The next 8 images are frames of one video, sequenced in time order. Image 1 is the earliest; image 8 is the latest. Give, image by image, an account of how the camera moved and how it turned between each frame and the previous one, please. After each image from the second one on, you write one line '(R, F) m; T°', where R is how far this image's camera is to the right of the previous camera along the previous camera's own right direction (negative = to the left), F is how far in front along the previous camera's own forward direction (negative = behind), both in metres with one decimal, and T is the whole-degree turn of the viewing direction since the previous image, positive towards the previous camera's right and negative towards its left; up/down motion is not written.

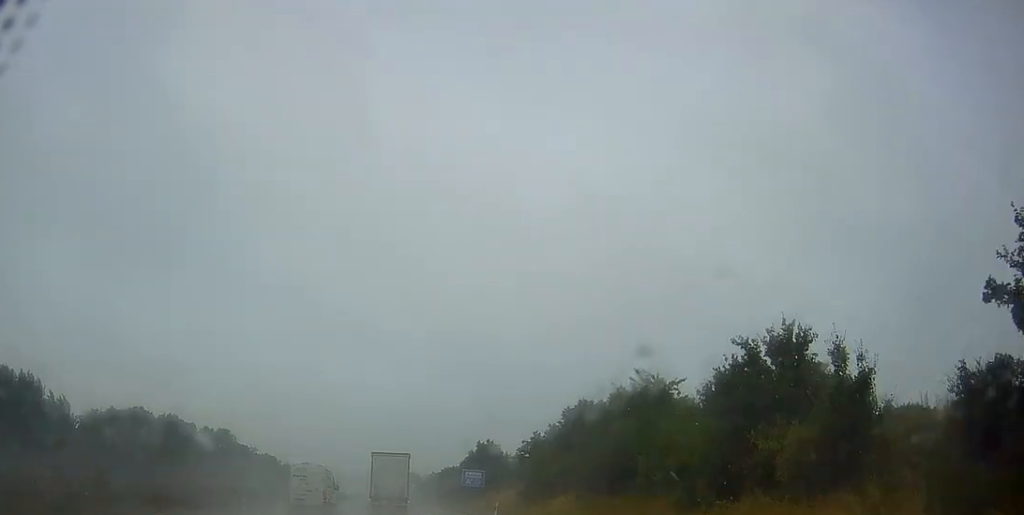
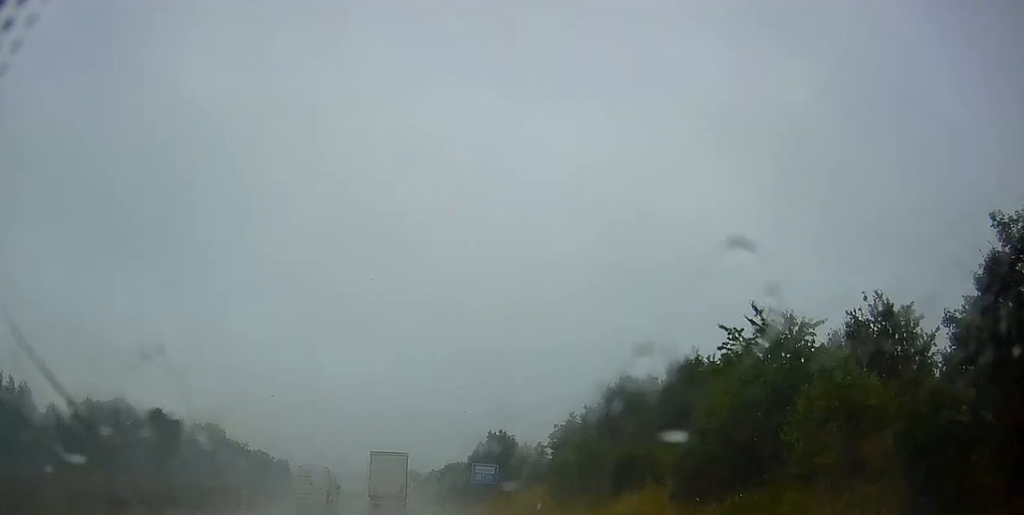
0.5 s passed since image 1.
(0.0, +12.2) m; 0°
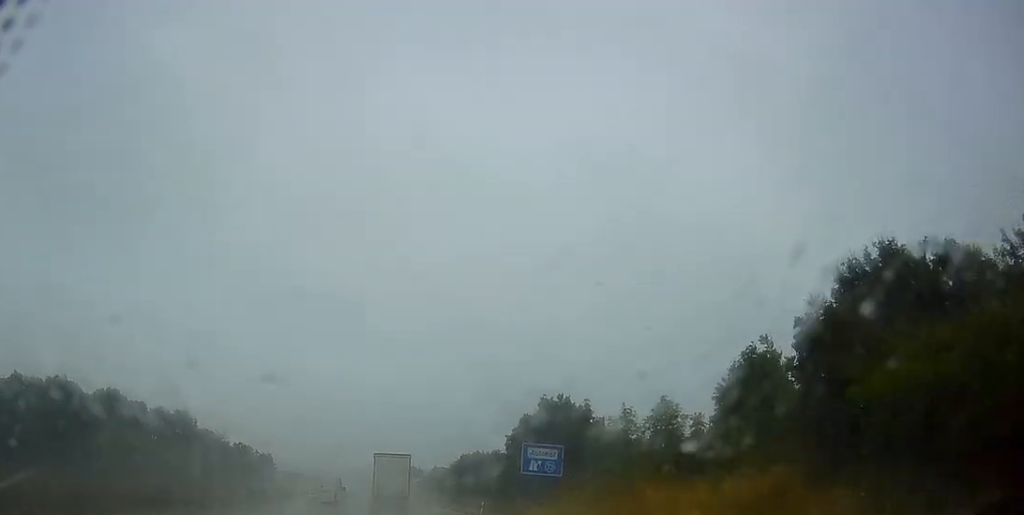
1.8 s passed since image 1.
(0.0, +29.5) m; 0°
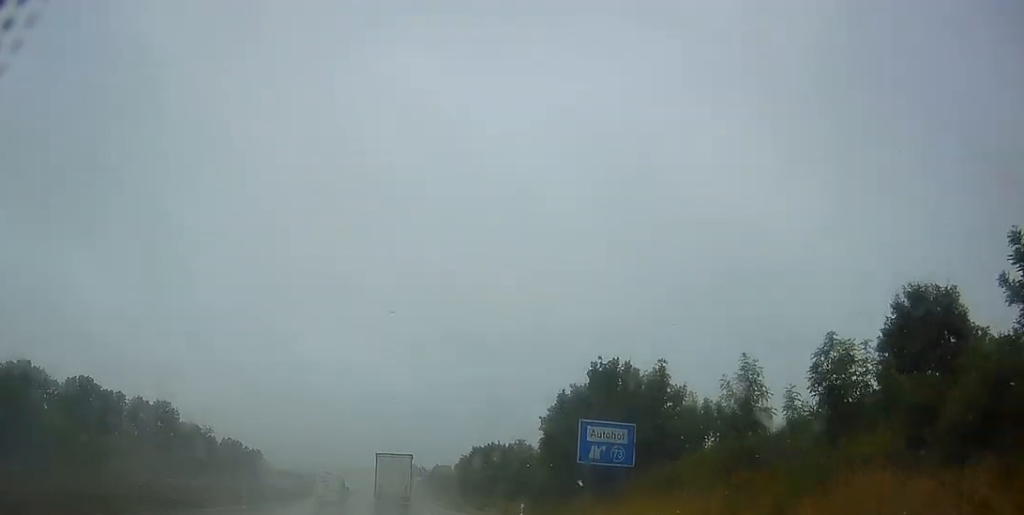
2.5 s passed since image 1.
(0.0, +14.2) m; +1°
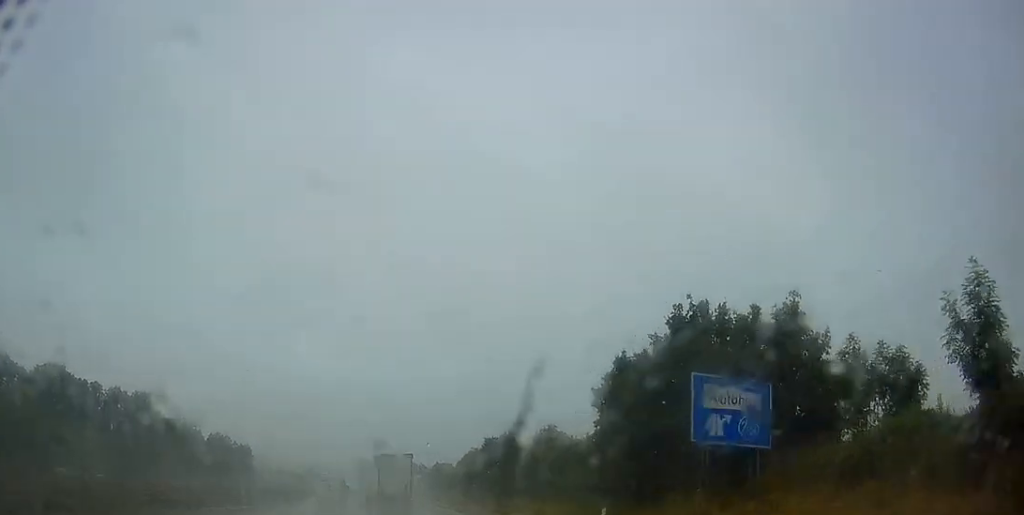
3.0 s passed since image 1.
(+0.1, +12.7) m; 0°
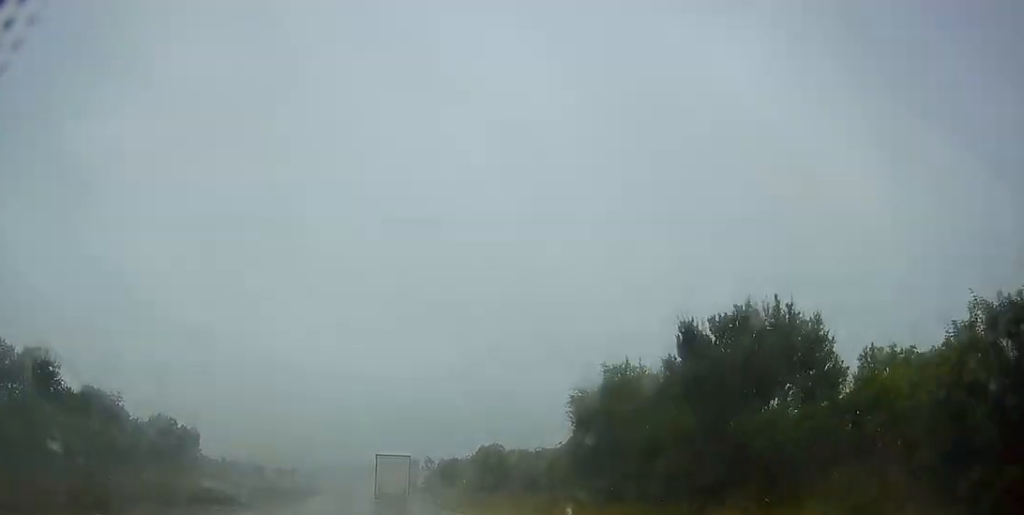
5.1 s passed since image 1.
(+0.1, +46.1) m; 0°
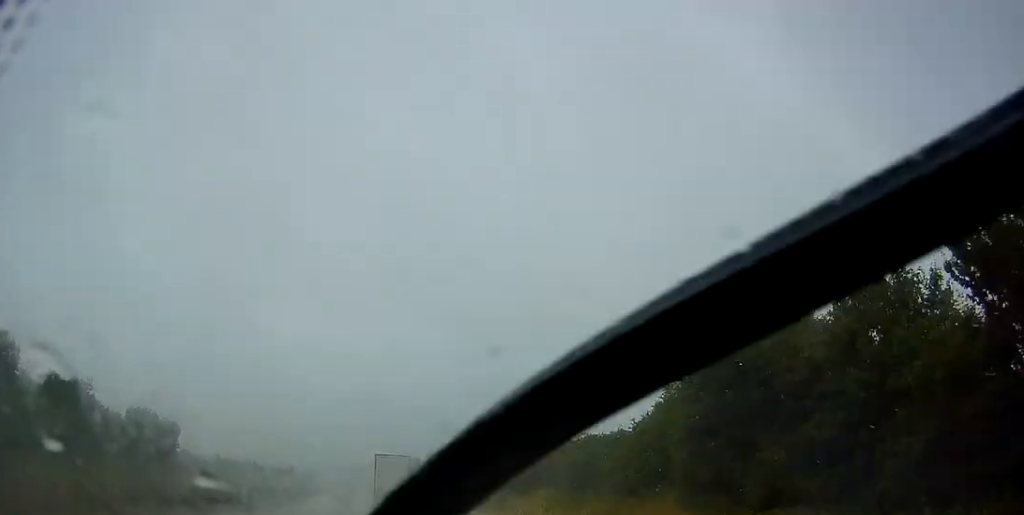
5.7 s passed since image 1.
(+0.3, +12.7) m; 0°
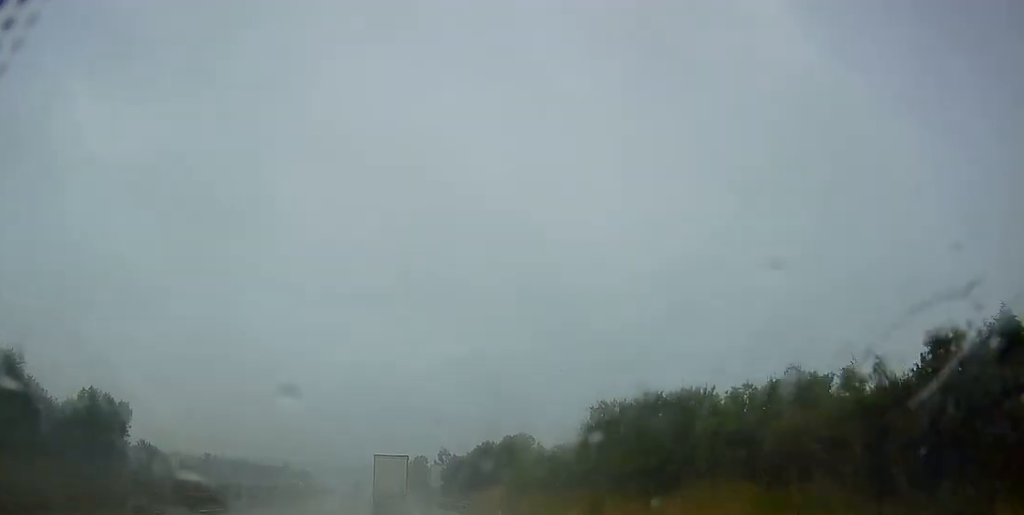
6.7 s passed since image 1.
(-0.5, +23.3) m; -1°
